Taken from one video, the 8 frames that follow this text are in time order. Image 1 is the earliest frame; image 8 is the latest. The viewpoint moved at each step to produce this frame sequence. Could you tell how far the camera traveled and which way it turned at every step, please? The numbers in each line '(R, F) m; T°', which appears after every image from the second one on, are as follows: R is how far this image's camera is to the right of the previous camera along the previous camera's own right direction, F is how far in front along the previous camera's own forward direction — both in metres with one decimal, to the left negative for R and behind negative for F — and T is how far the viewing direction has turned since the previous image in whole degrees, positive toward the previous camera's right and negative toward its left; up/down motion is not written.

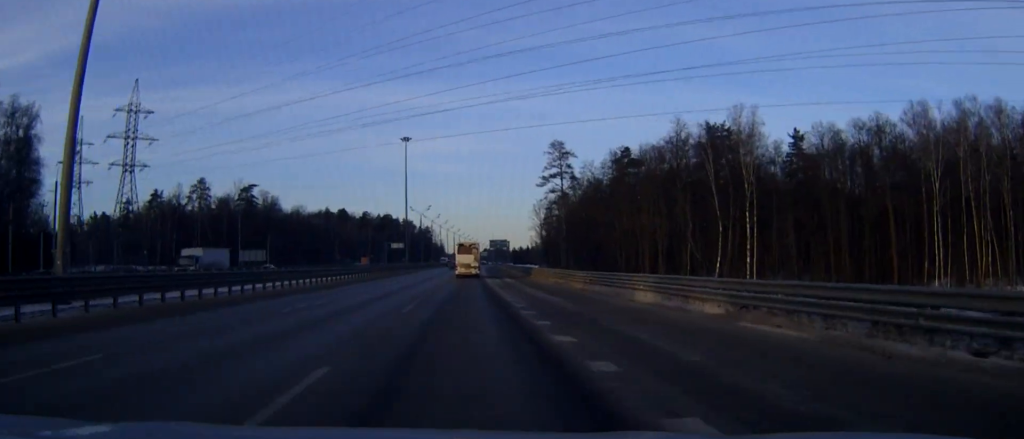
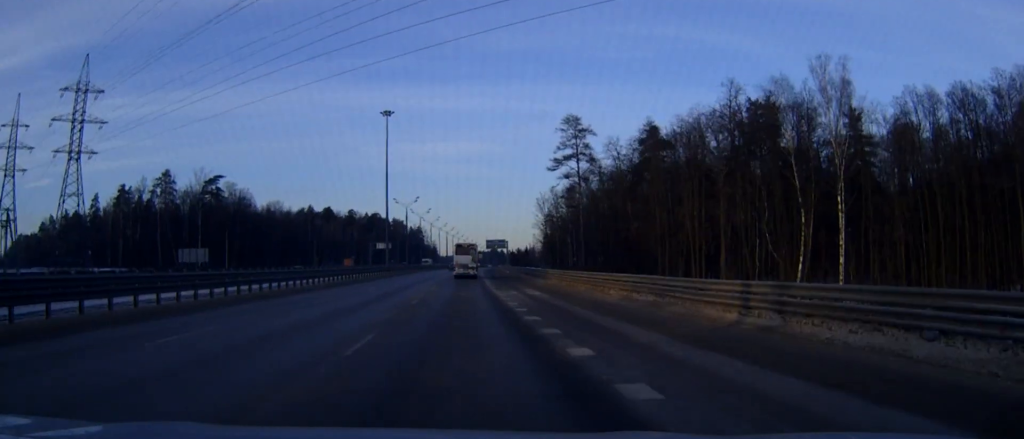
(+0.1, +26.3) m; 0°
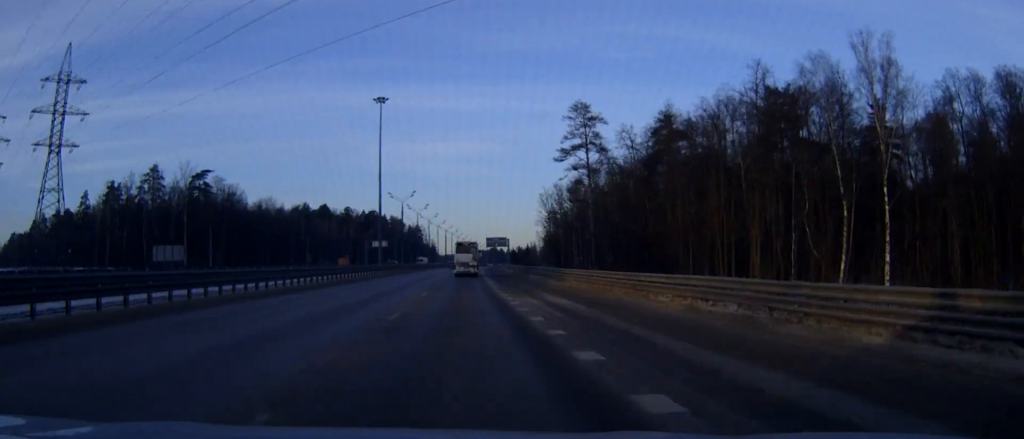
(0.0, +8.8) m; 0°
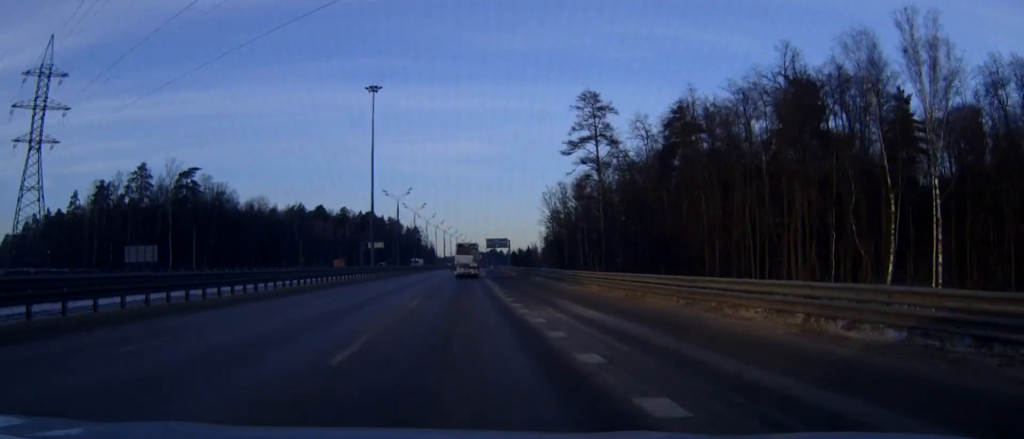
(0.0, +8.3) m; 0°
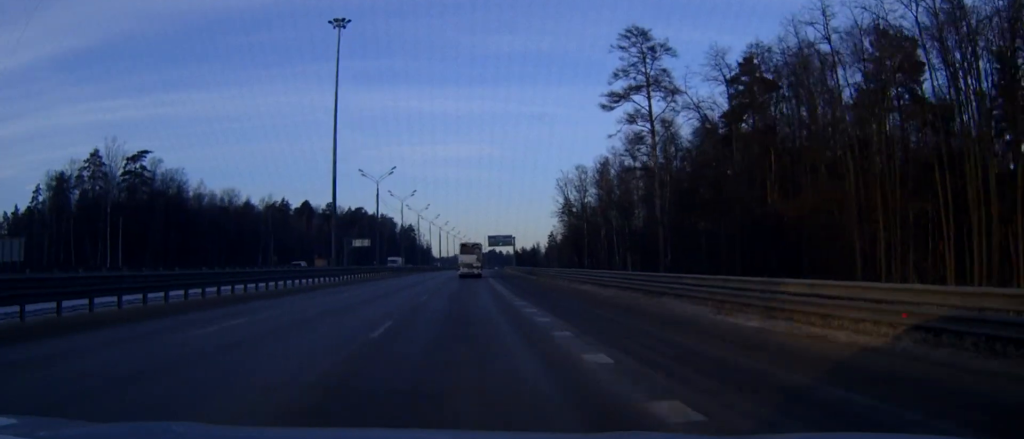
(0.0, +28.5) m; 0°
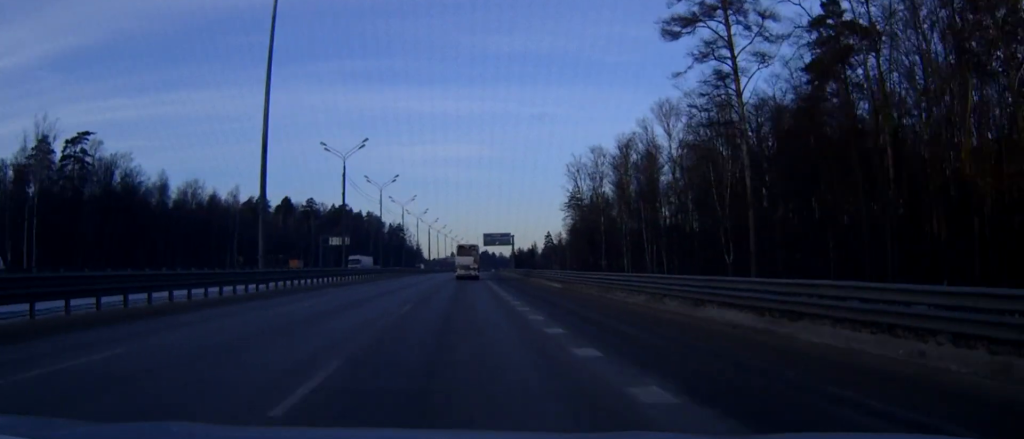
(+0.1, +23.4) m; +1°
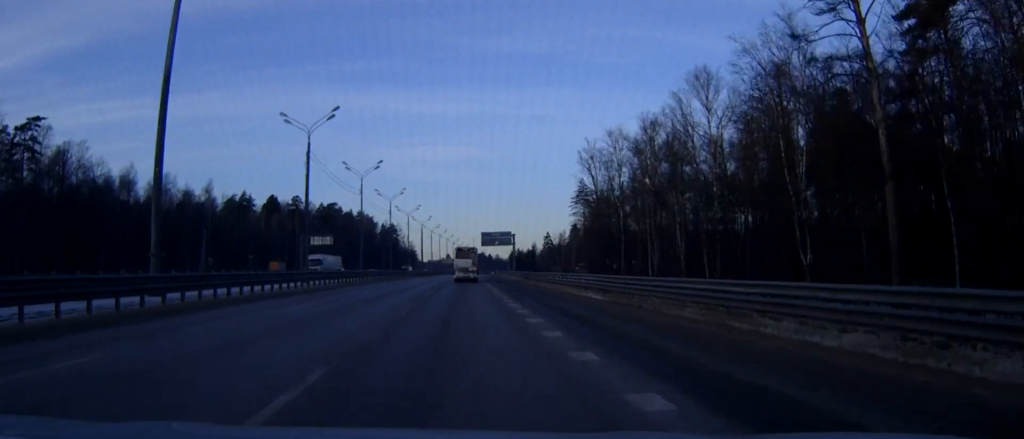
(+0.1, +16.5) m; 0°
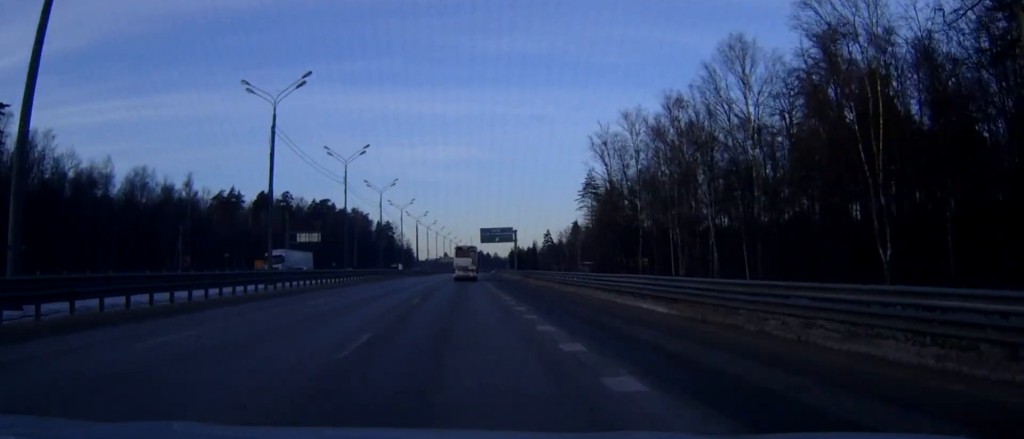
(0.0, +11.0) m; 0°
